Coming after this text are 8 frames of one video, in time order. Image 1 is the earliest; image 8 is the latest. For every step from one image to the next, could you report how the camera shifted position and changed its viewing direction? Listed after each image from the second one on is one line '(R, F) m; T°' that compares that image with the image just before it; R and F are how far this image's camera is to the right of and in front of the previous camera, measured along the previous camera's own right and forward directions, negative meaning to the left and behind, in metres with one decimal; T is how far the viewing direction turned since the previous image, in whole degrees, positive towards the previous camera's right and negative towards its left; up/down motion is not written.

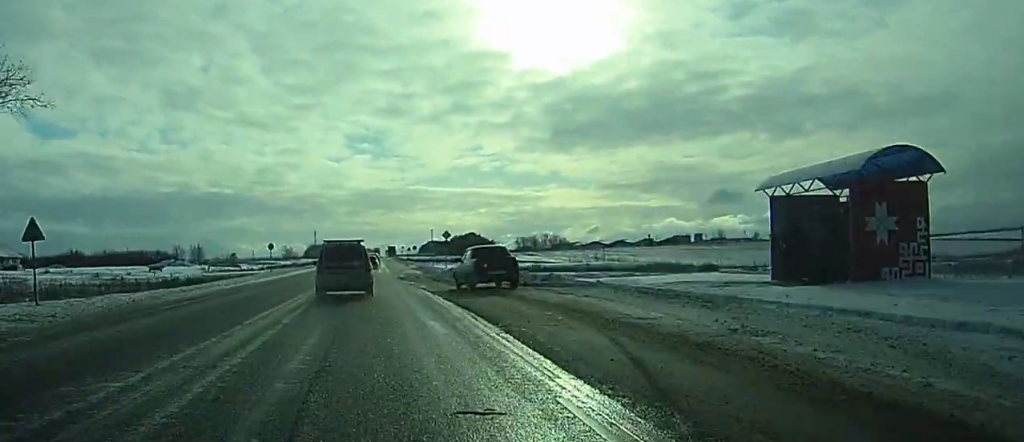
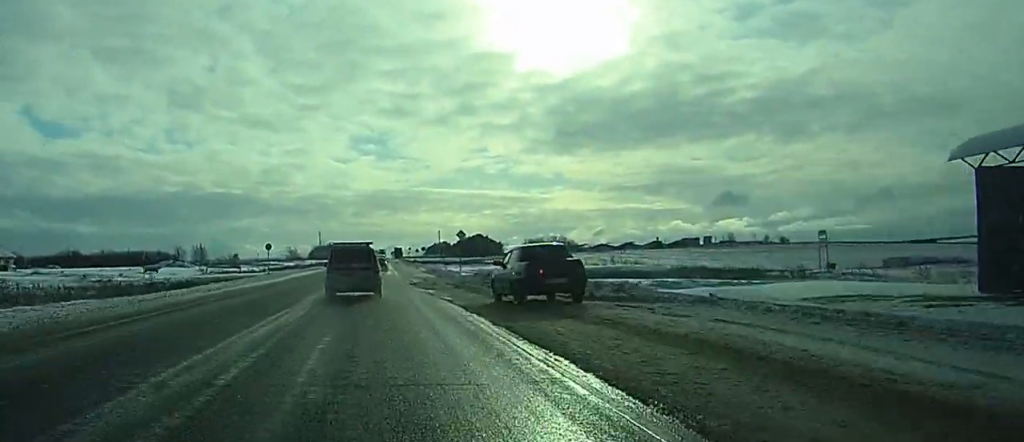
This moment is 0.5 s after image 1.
(-0.1, +7.6) m; 0°
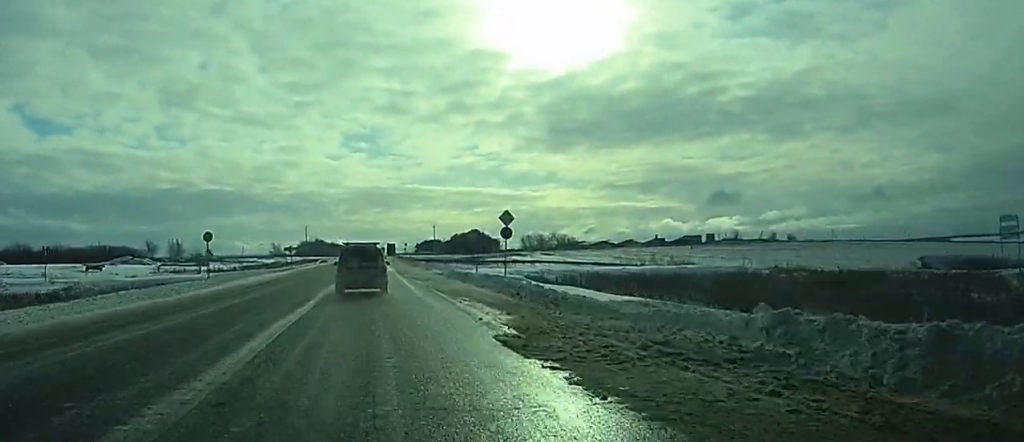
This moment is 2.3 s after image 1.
(+0.3, +29.0) m; 0°
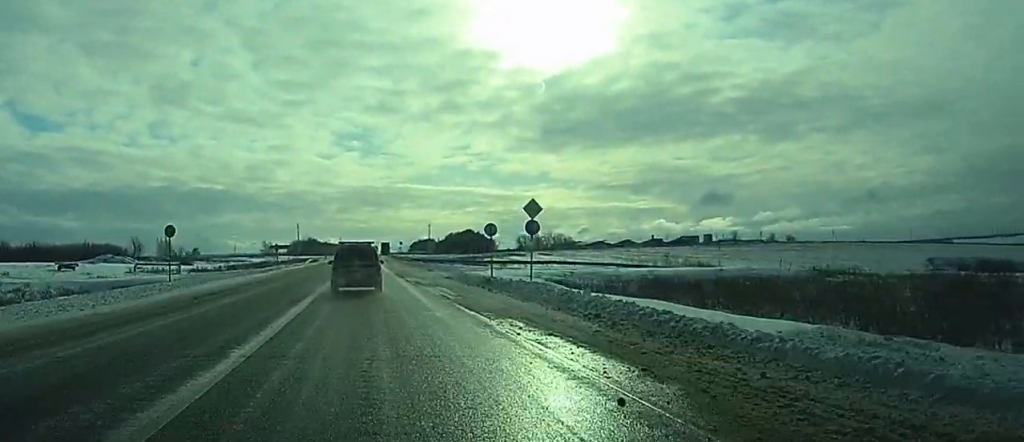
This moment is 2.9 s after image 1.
(0.0, +9.3) m; 0°
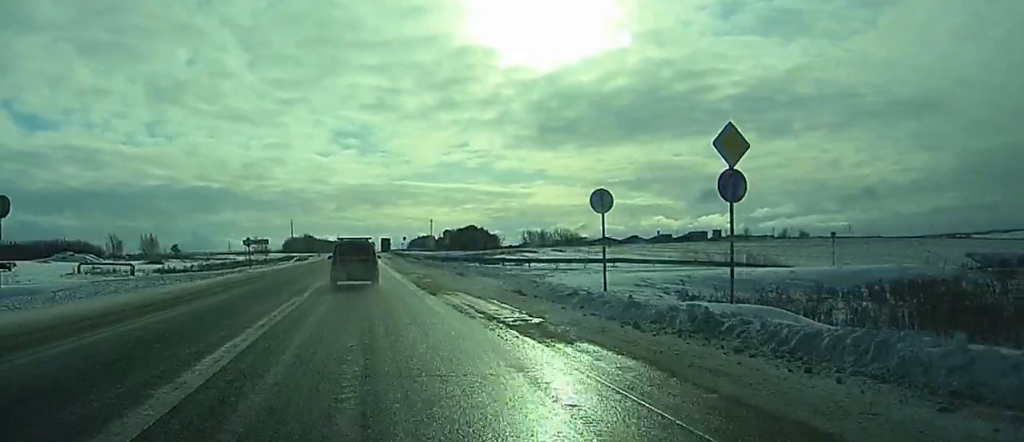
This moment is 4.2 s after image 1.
(-0.1, +22.1) m; 0°
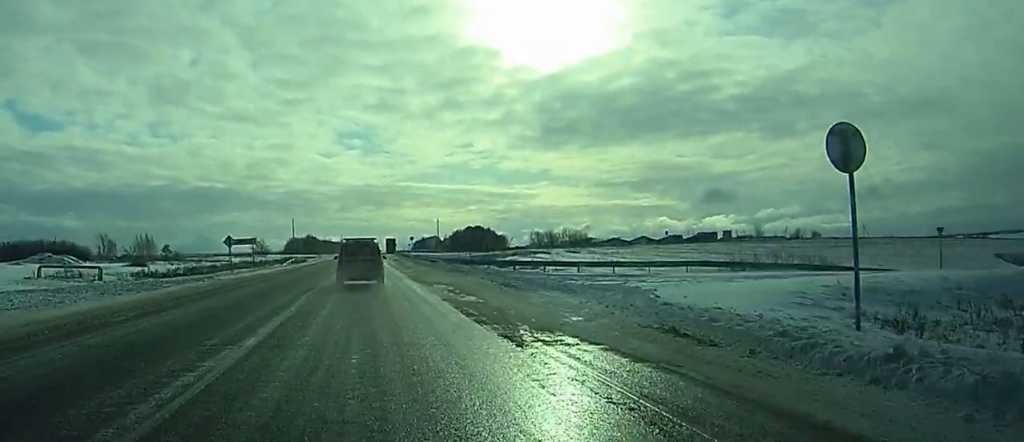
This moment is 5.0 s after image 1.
(0.0, +12.8) m; 0°
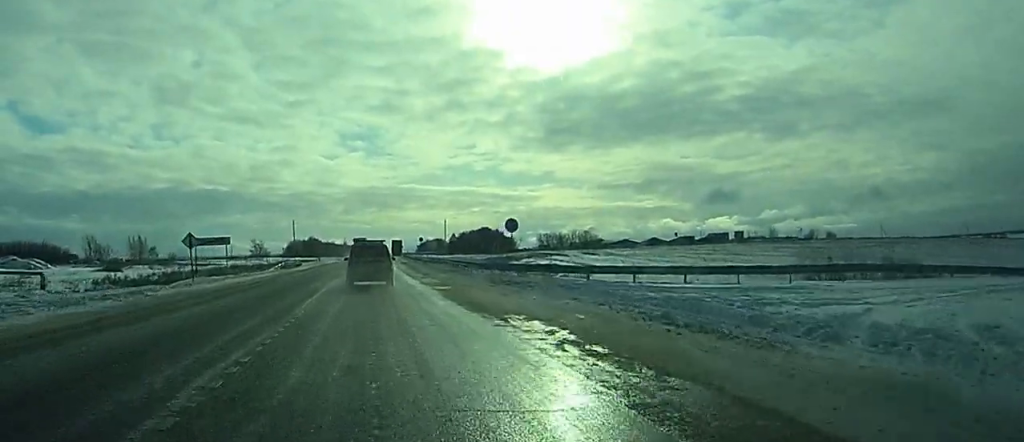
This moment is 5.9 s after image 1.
(0.0, +15.5) m; 0°
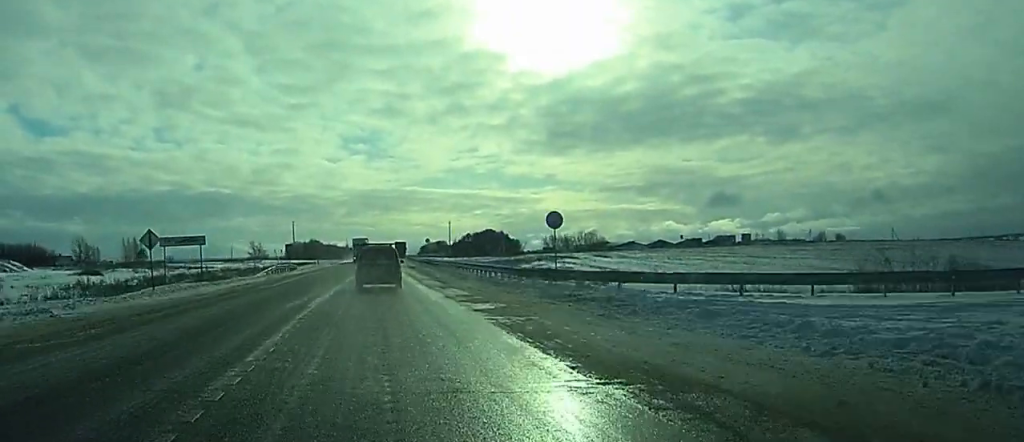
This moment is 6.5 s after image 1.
(0.0, +9.4) m; 0°
